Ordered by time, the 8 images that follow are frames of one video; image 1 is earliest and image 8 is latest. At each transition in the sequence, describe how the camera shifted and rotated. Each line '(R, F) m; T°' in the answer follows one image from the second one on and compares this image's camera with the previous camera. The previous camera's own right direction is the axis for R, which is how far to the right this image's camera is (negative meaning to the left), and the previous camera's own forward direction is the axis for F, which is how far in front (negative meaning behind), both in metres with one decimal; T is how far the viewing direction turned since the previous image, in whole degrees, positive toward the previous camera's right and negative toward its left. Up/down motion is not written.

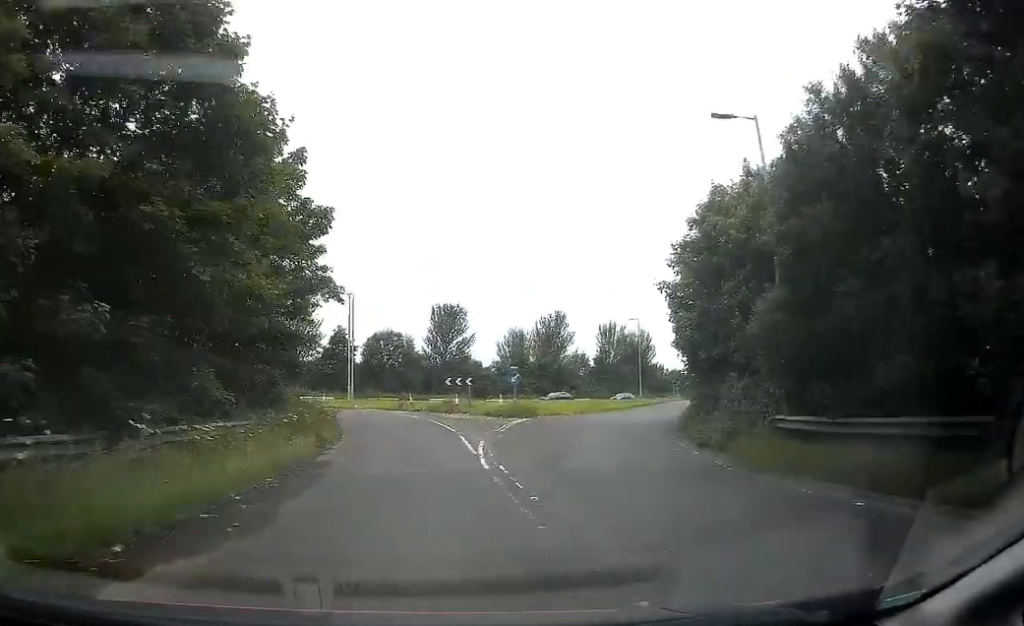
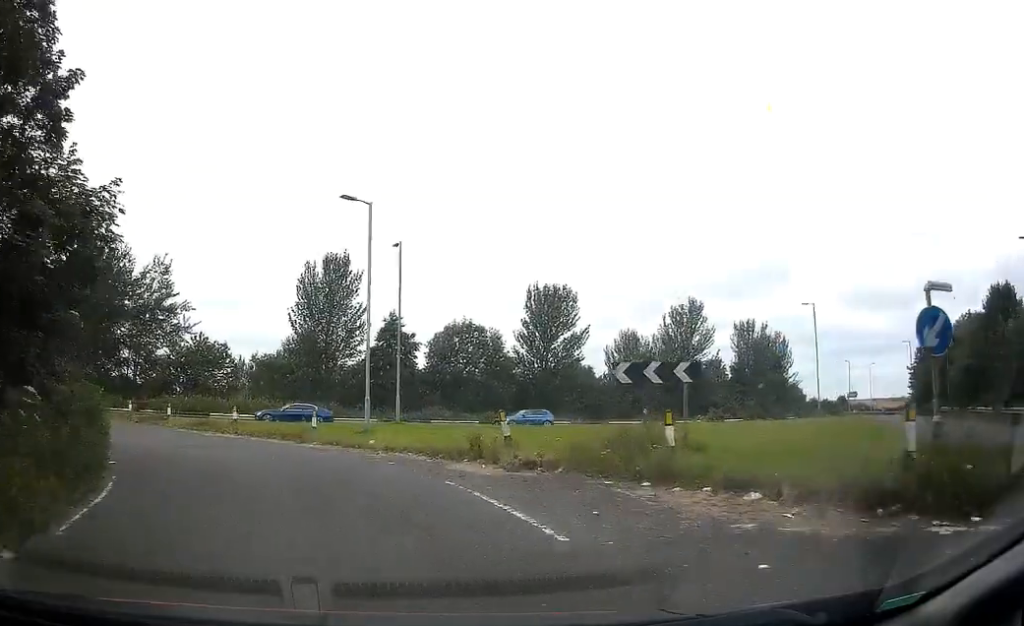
(-1.0, +29.2) m; -7°
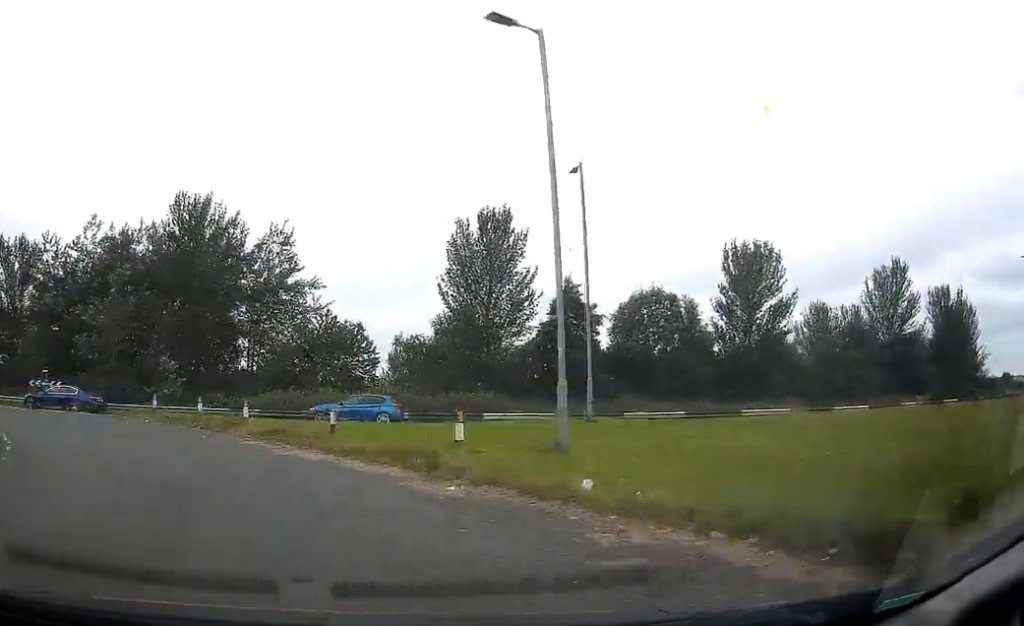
(-0.7, +11.8) m; -9°
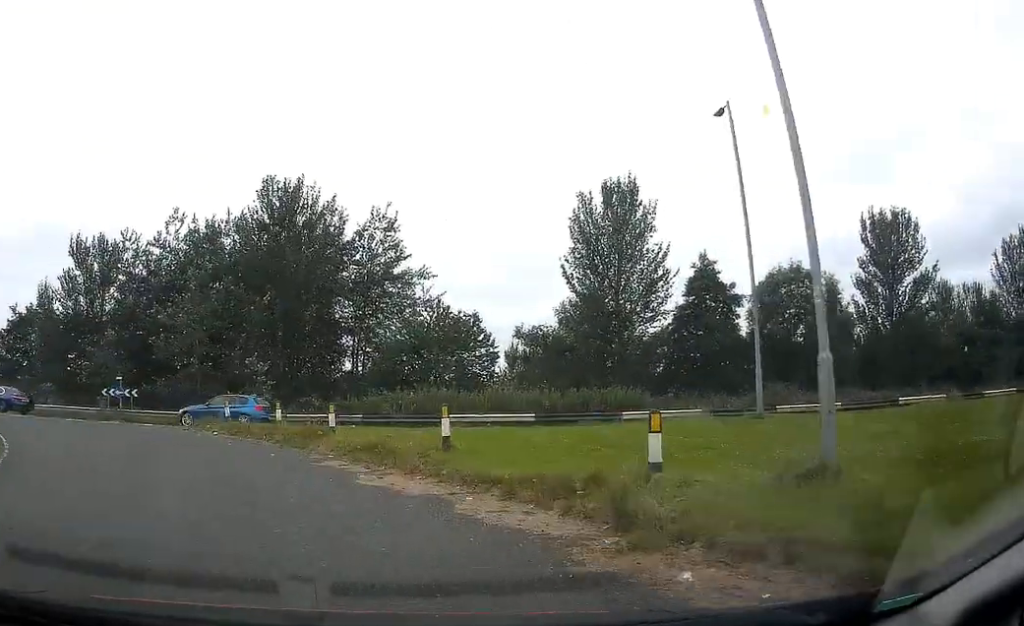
(-0.4, +5.5) m; -10°
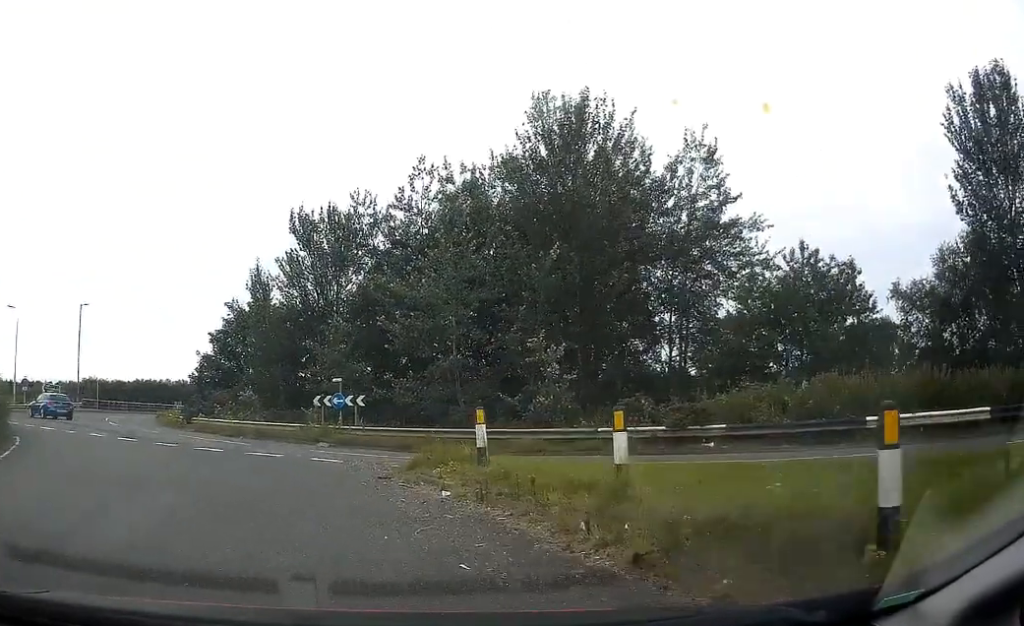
(-3.6, +12.8) m; -33°
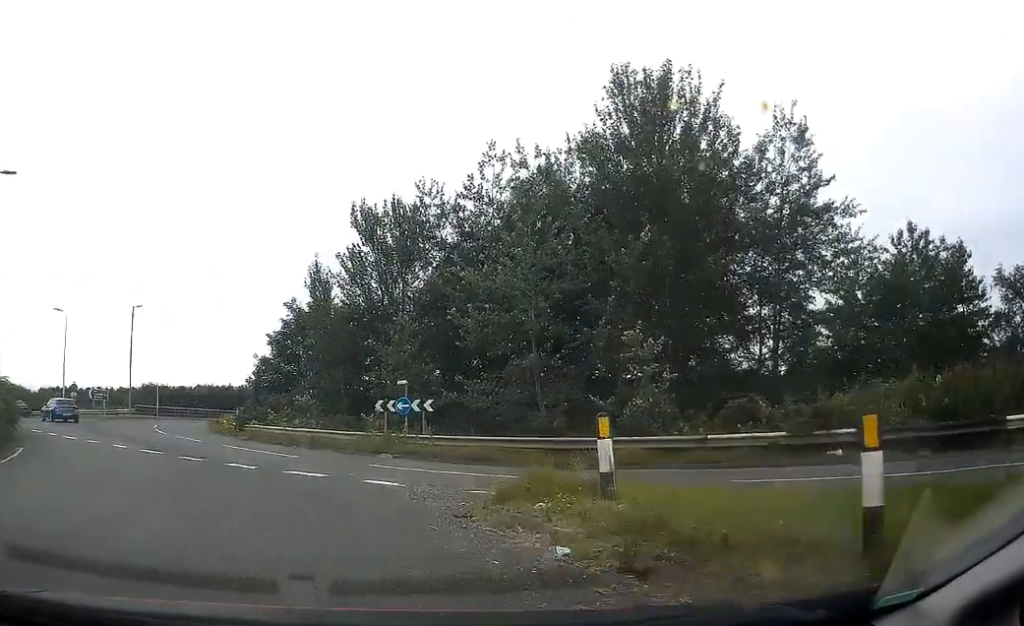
(-0.4, +3.2) m; -5°
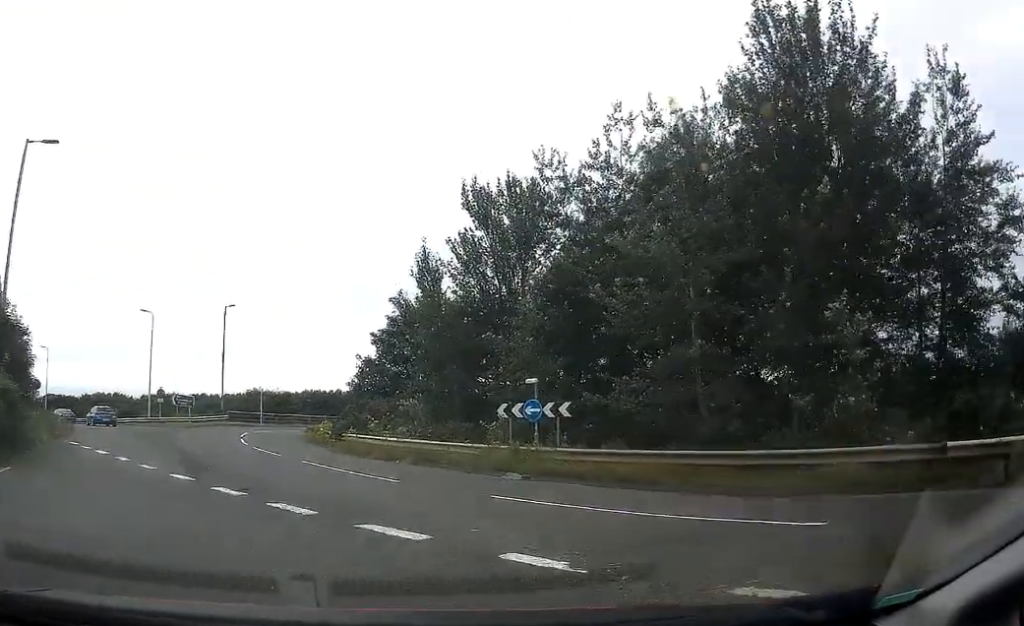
(-0.4, +5.1) m; -7°
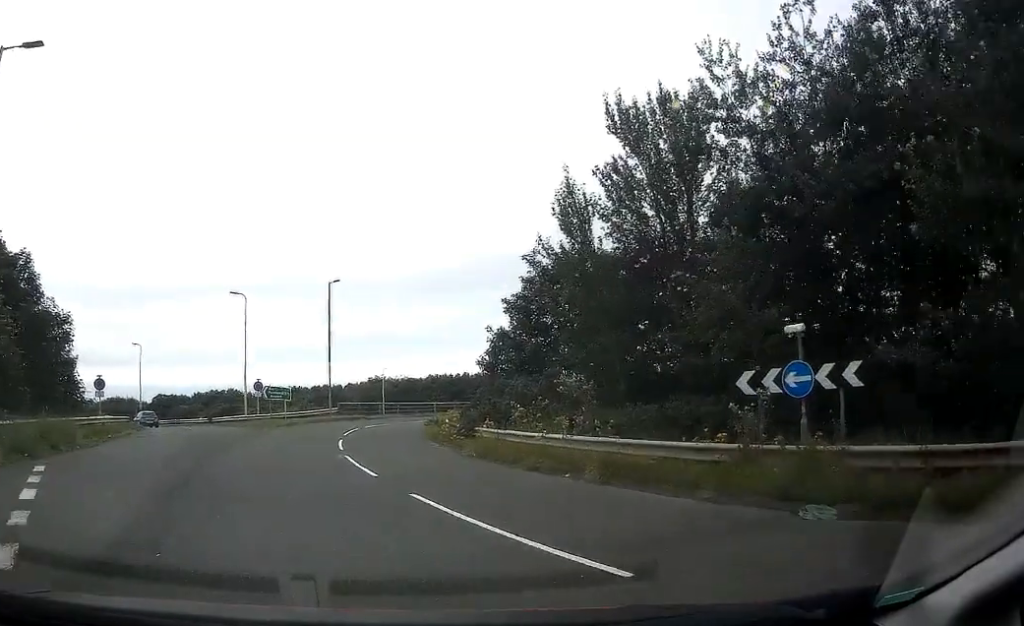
(-0.6, +8.6) m; -6°
